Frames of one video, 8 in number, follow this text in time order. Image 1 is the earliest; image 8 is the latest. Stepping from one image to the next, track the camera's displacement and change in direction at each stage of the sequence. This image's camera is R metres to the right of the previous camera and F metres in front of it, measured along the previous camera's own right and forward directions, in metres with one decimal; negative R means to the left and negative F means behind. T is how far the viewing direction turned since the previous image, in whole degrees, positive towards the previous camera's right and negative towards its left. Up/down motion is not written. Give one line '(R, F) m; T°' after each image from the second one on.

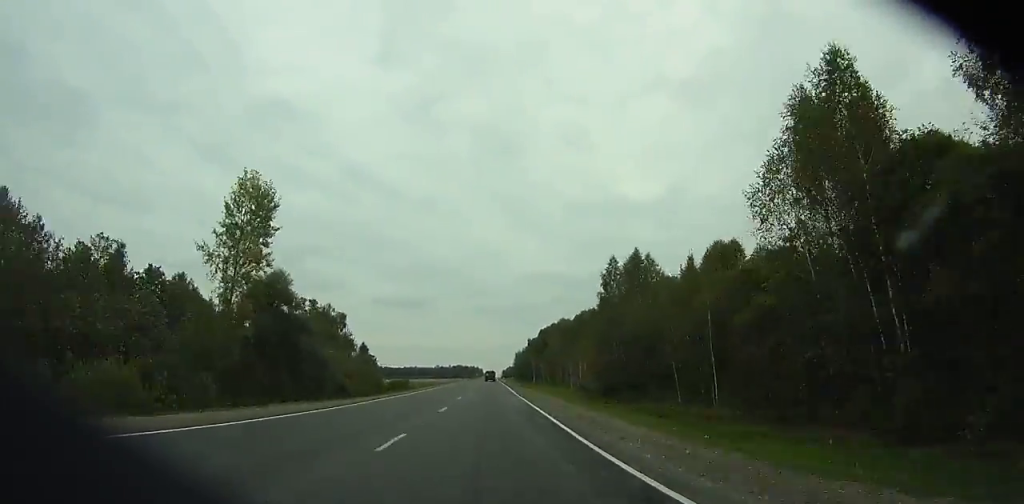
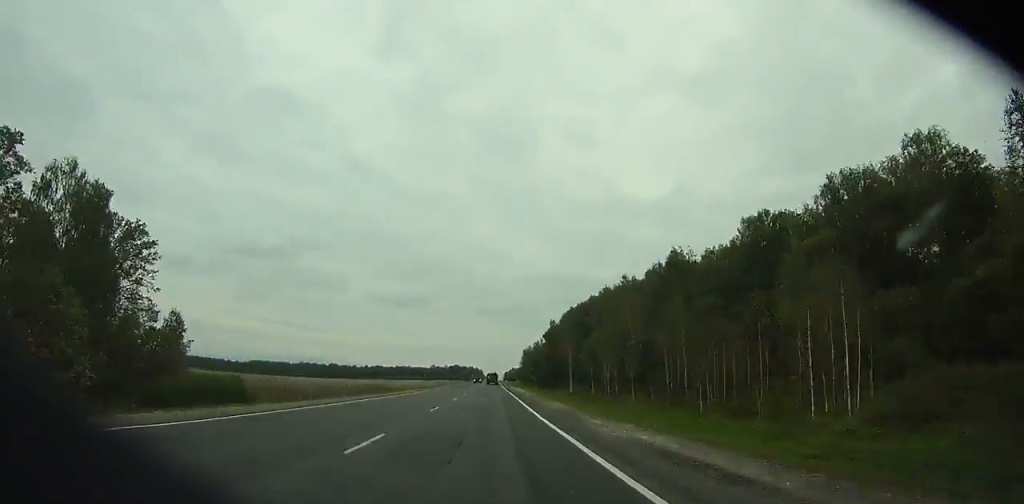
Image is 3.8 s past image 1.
(+0.7, +96.0) m; +1°
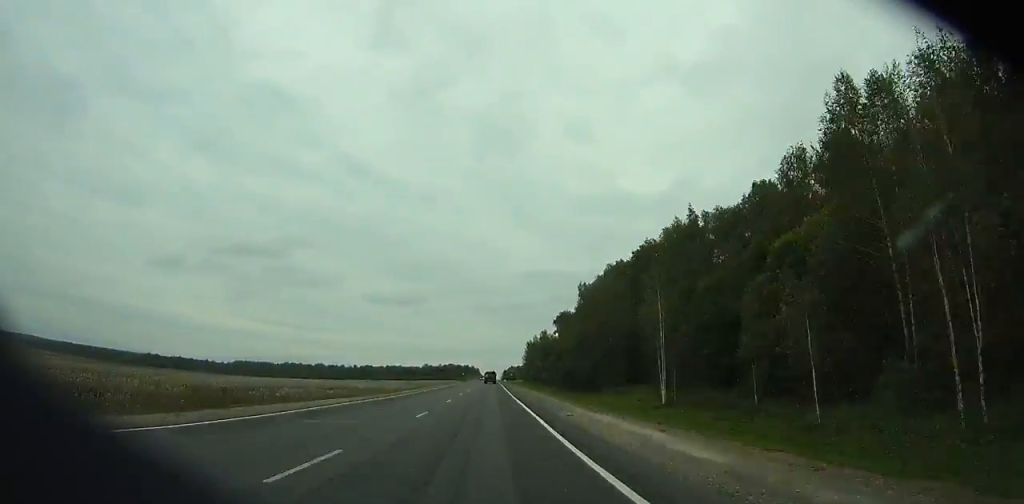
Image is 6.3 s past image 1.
(+0.2, +62.0) m; 0°
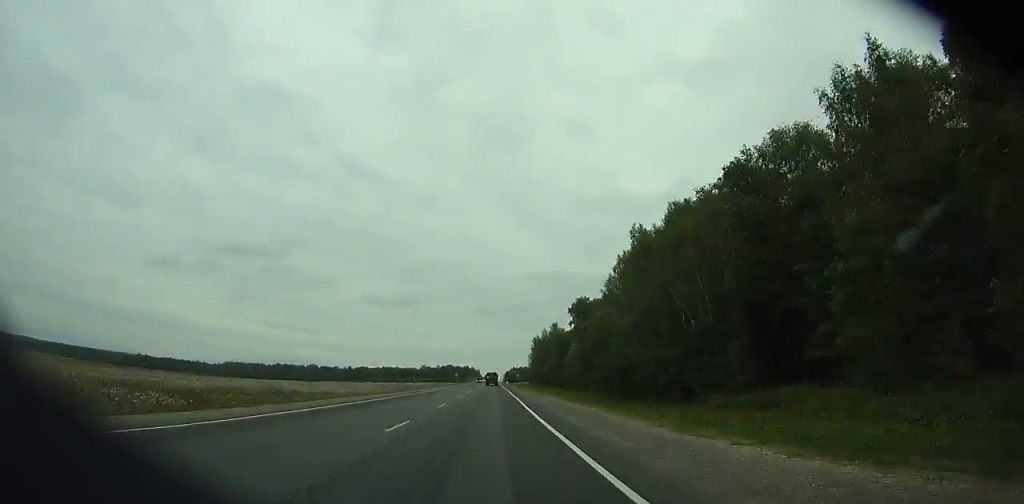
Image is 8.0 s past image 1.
(-0.2, +41.8) m; 0°
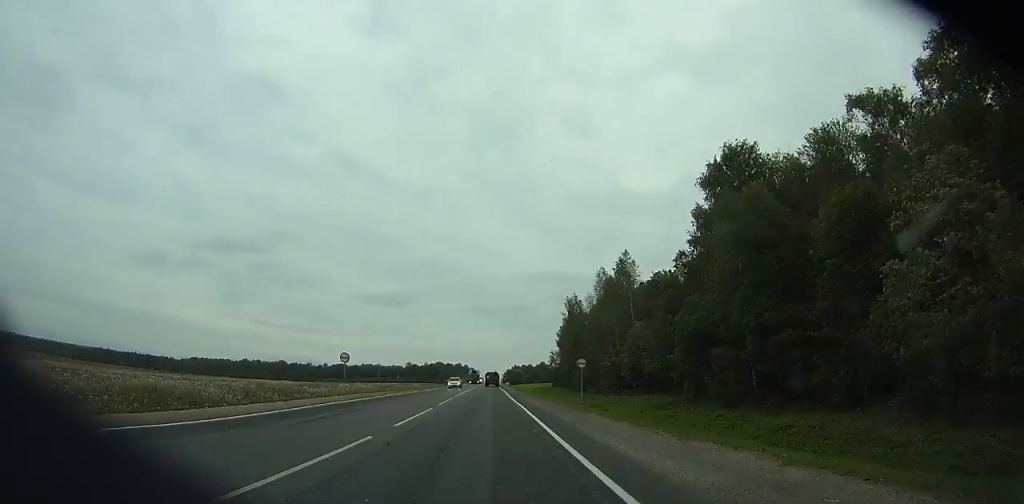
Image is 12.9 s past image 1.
(+0.2, +119.0) m; 0°
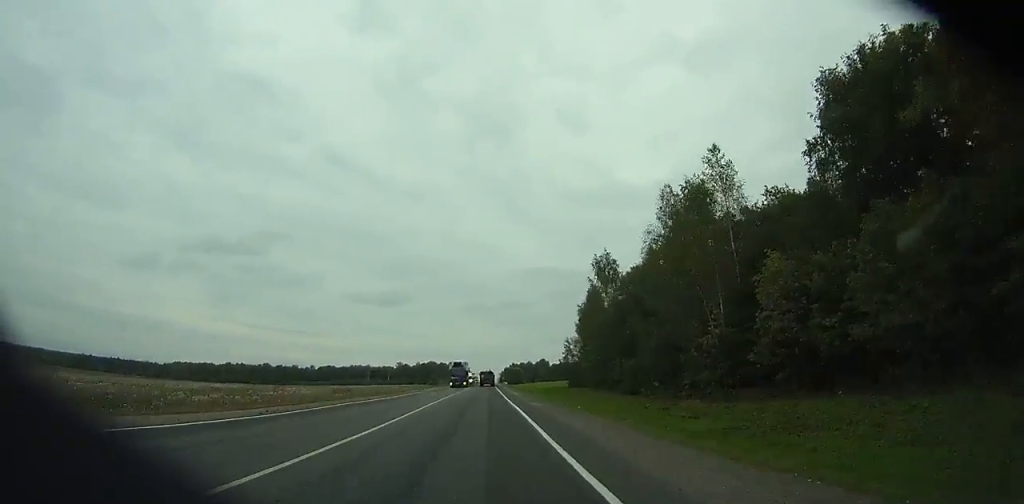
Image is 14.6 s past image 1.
(0.0, +41.3) m; 0°
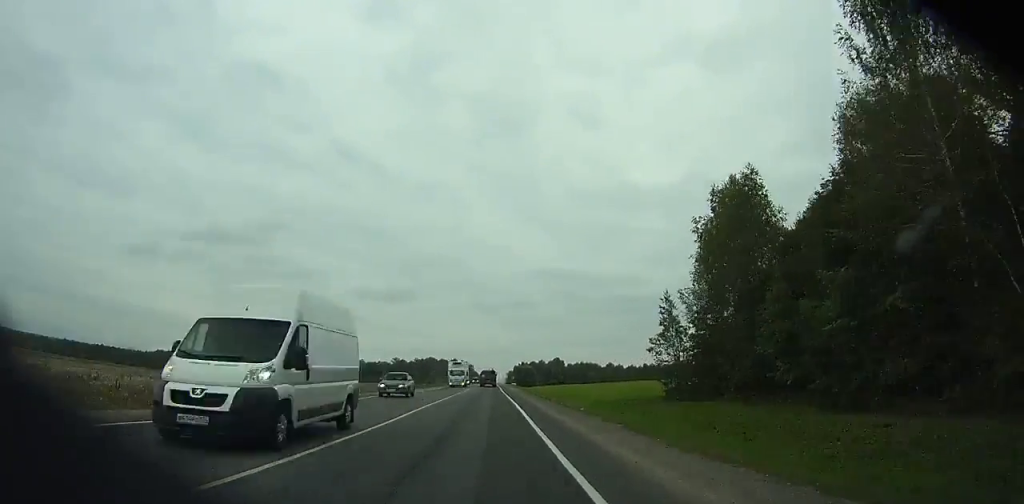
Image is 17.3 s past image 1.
(-0.2, +65.8) m; -1°
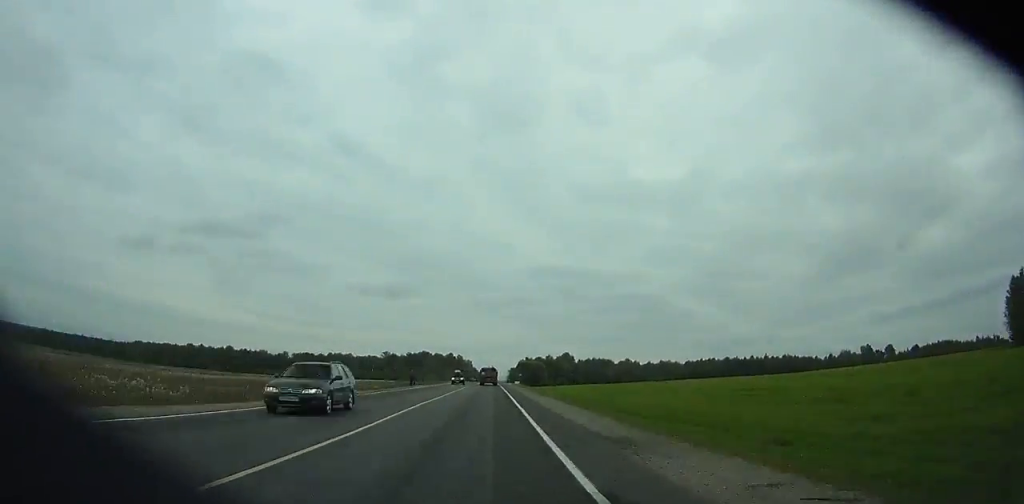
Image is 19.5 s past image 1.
(-0.3, +53.9) m; -1°
